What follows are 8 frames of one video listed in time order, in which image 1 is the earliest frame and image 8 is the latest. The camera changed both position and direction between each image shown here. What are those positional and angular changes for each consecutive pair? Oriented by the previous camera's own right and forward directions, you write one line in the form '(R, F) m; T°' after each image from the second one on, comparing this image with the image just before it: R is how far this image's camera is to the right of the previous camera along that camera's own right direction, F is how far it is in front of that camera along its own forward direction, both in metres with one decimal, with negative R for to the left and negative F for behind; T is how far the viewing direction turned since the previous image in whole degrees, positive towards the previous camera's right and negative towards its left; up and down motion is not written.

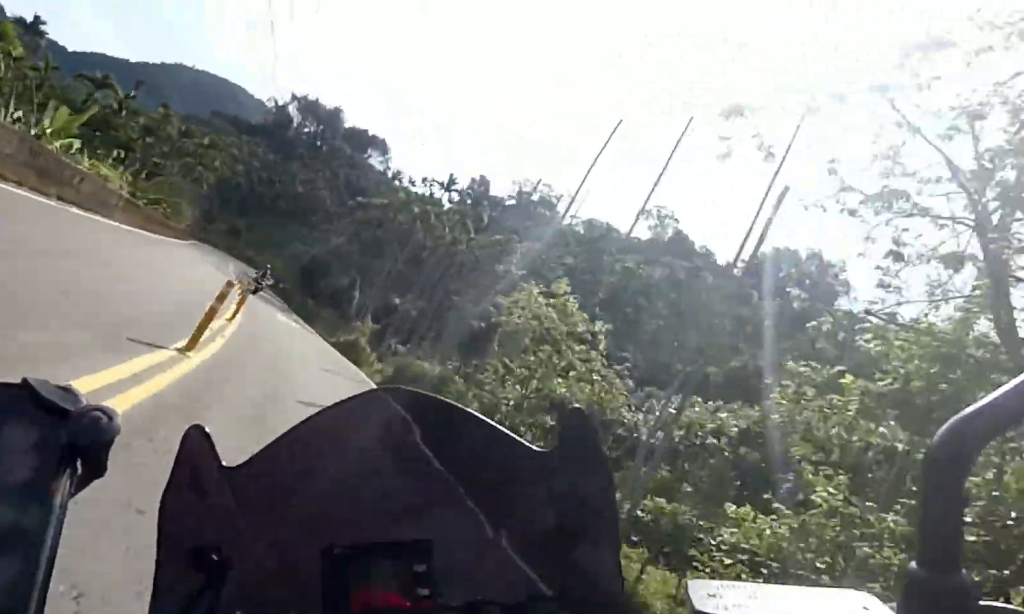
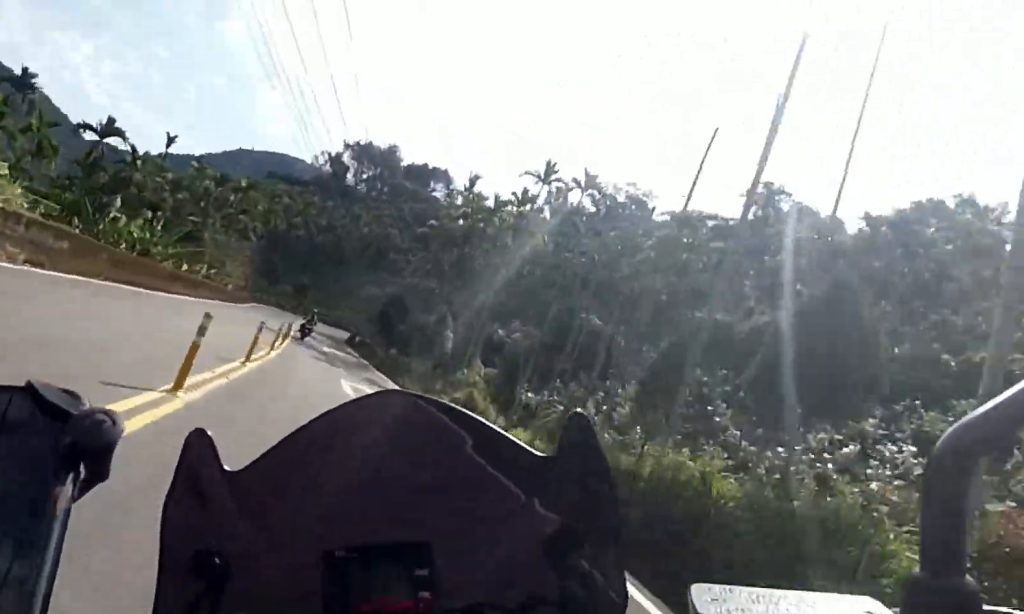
(-0.7, +8.6) m; -9°
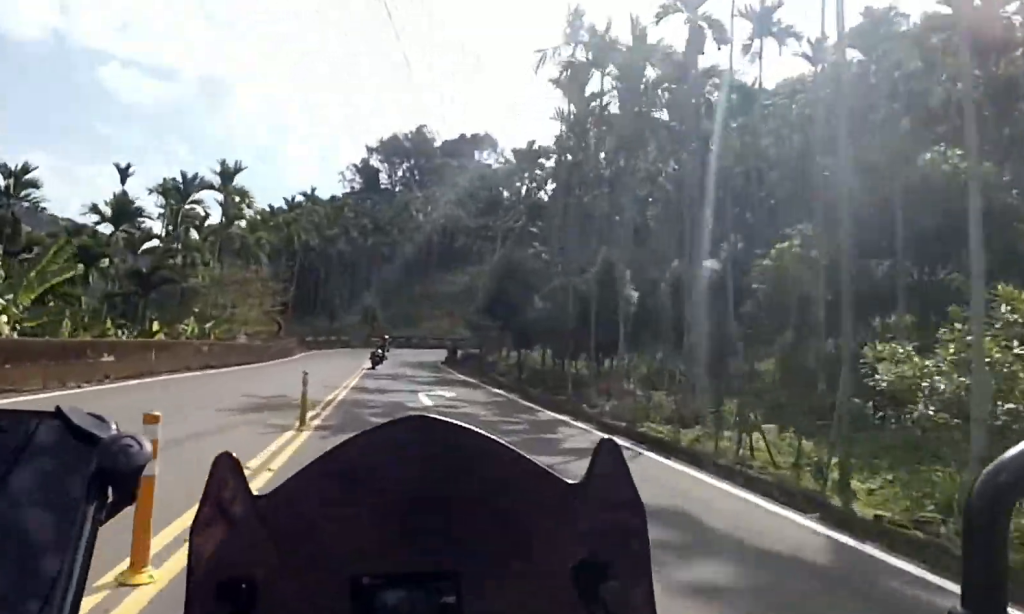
(-2.1, +13.1) m; -16°
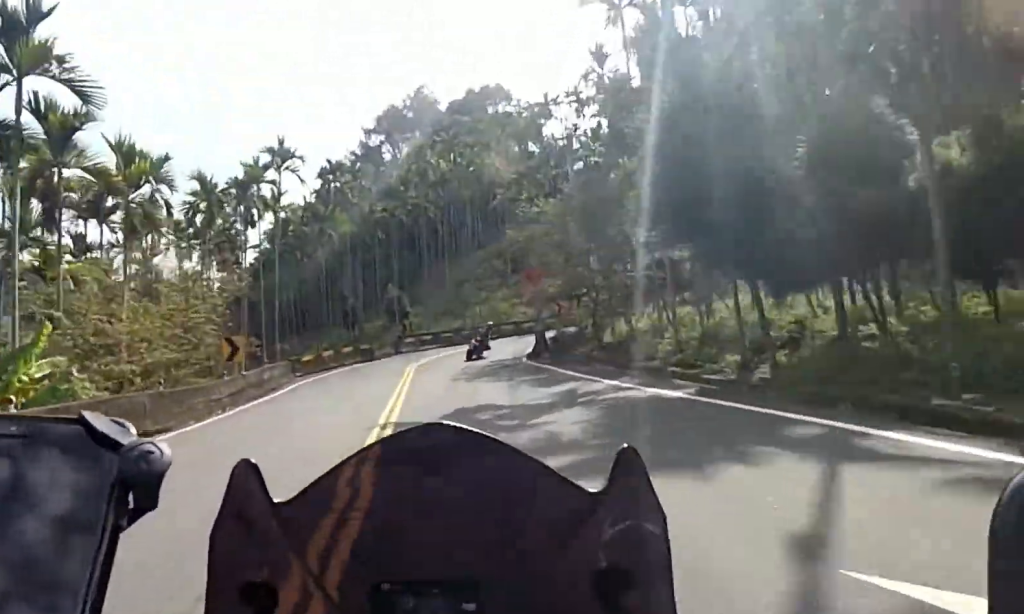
(-1.5, +12.2) m; -5°
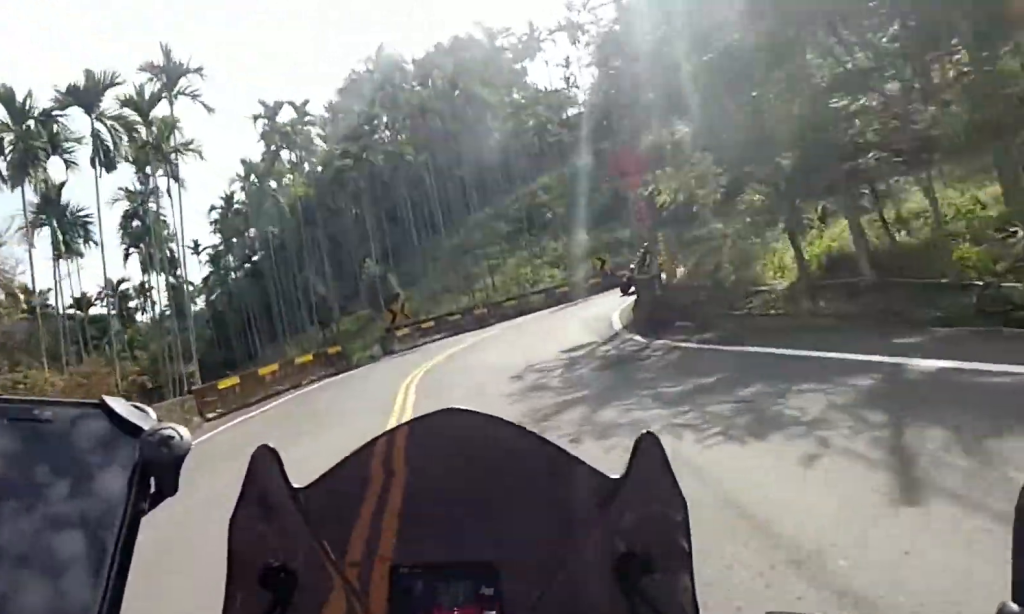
(-0.3, +9.8) m; +9°
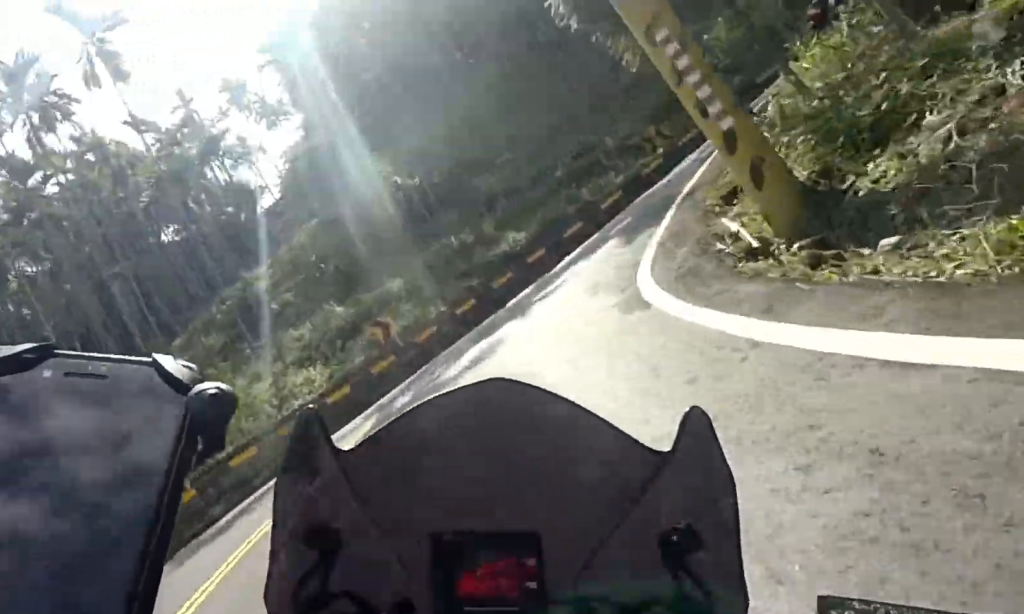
(+4.9, +14.4) m; +41°
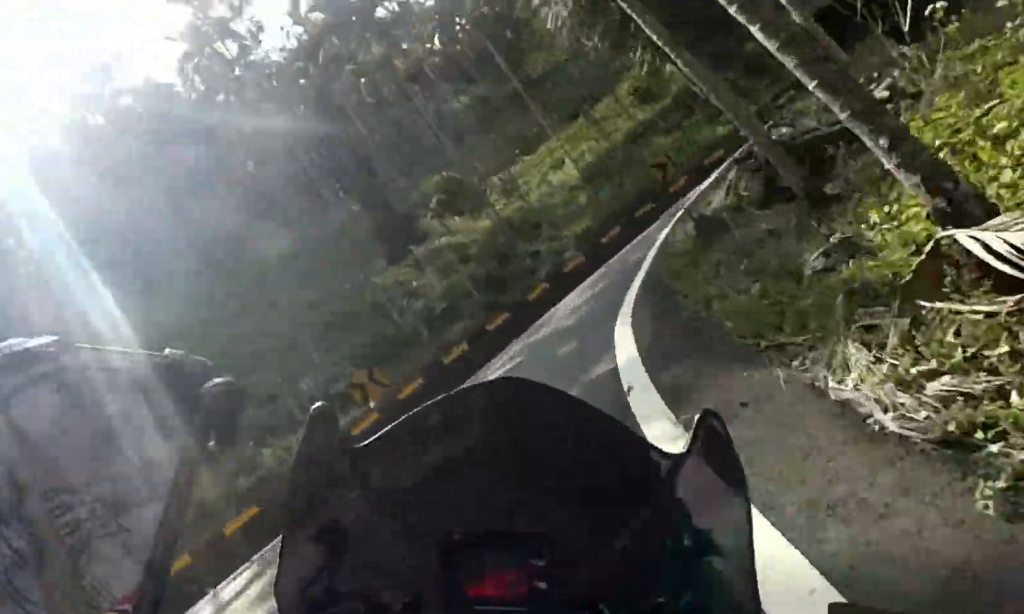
(+3.0, +9.8) m; +42°
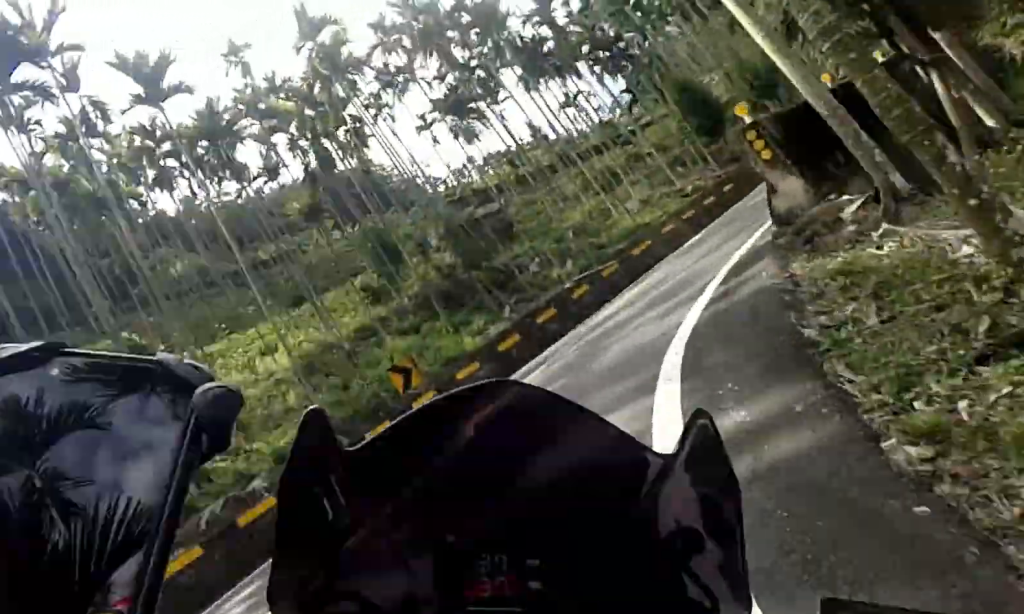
(+4.0, +9.7) m; +37°
